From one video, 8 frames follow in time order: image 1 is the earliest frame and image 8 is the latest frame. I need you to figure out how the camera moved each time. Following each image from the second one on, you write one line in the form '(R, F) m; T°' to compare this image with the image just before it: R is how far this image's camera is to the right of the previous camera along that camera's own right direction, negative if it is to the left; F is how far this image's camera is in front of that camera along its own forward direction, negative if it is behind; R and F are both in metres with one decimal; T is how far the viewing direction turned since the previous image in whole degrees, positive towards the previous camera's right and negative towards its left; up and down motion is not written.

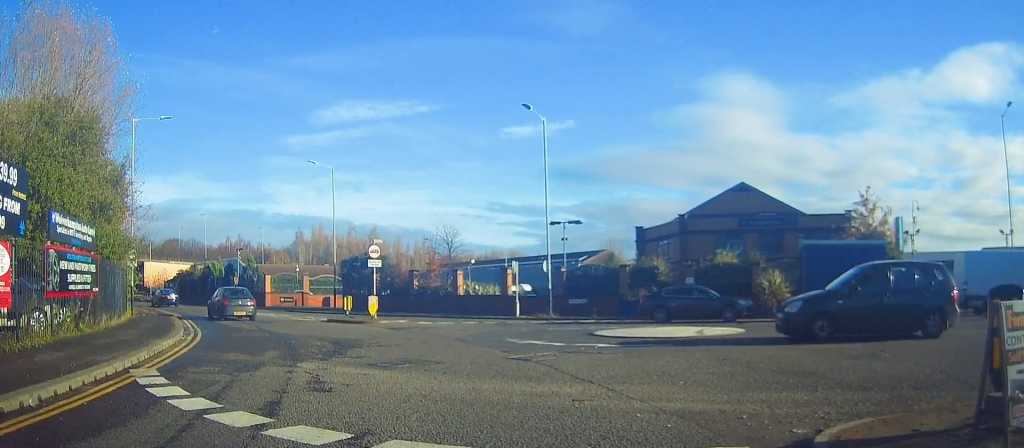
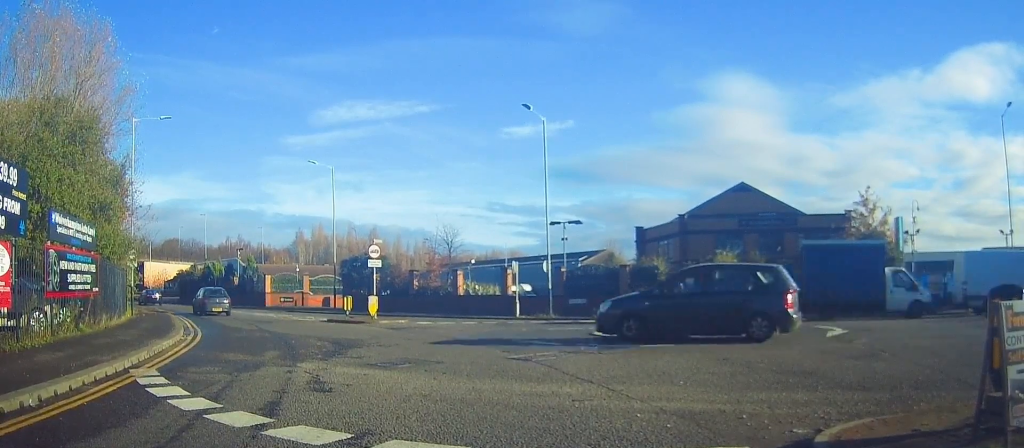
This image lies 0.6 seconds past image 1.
(0.0, 0.0) m; 0°
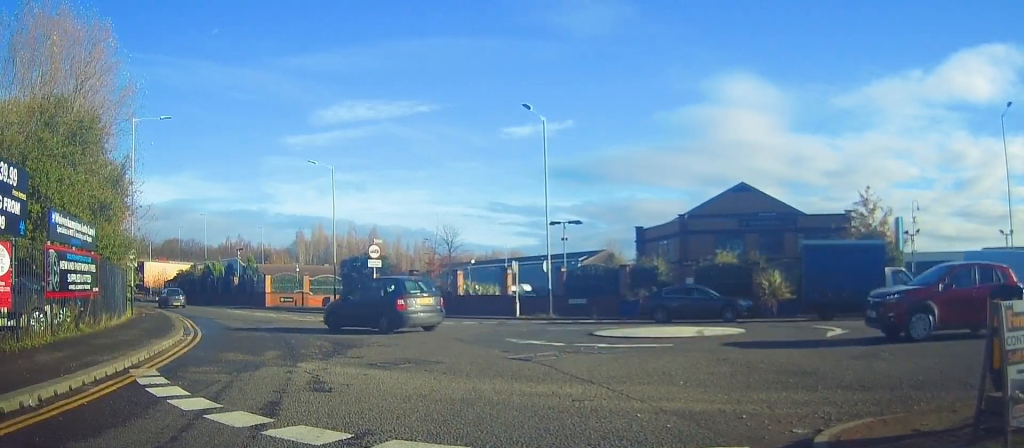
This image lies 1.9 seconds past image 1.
(0.0, 0.0) m; 0°
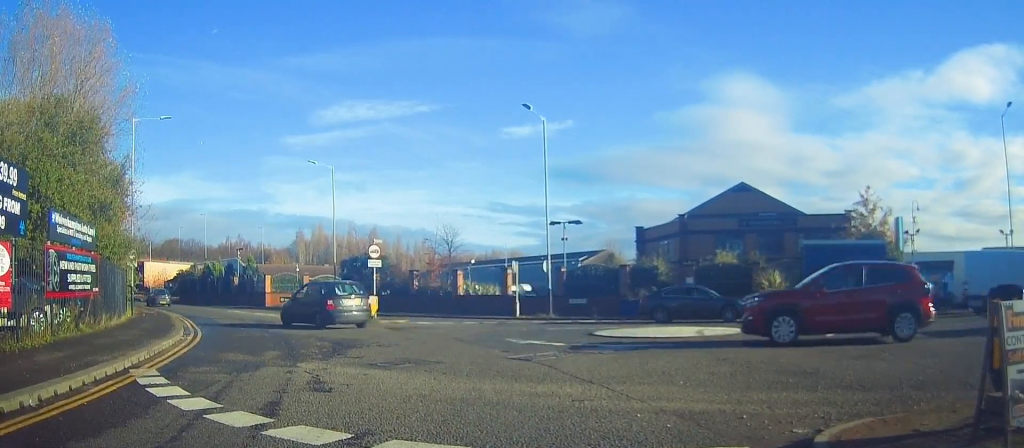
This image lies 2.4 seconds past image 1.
(0.0, 0.0) m; 0°
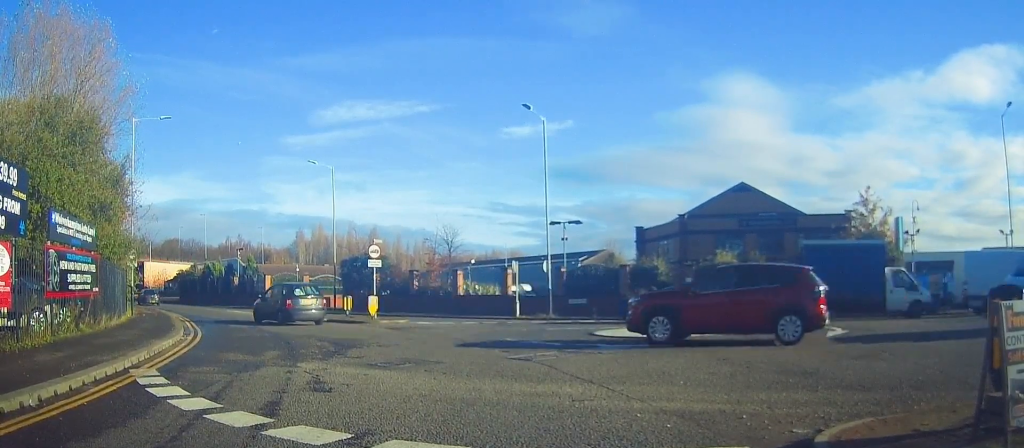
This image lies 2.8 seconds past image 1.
(0.0, 0.0) m; 0°
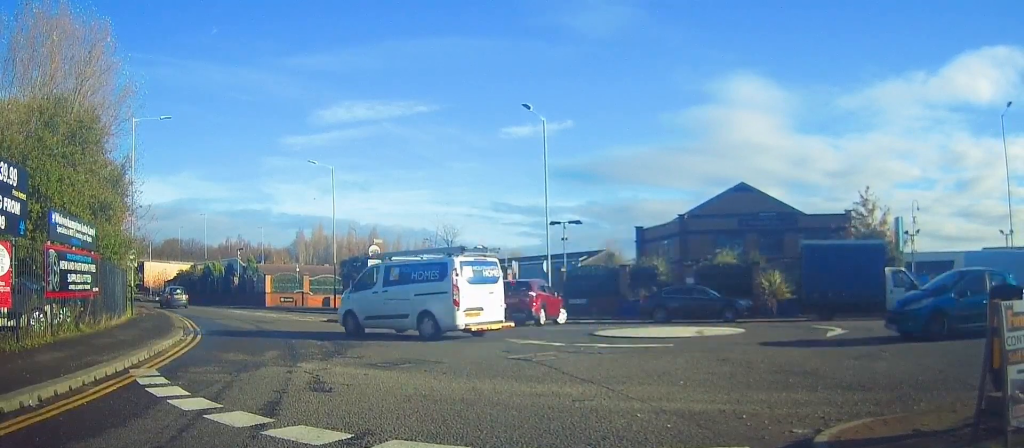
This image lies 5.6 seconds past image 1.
(0.0, 0.0) m; 0°
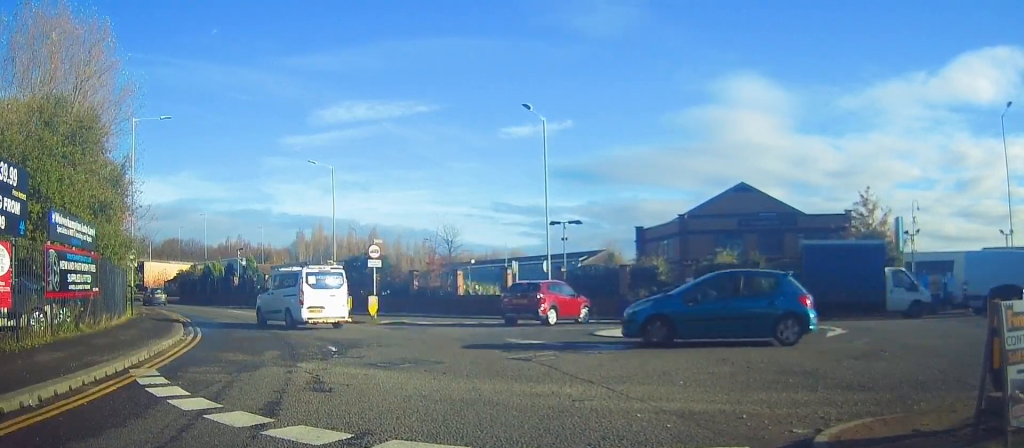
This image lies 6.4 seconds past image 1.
(0.0, 0.0) m; 0°
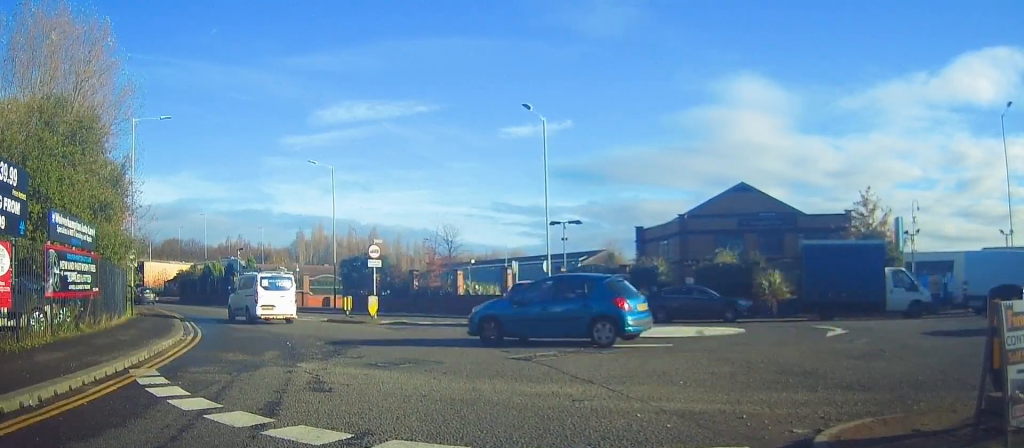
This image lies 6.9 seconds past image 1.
(0.0, 0.0) m; 0°
